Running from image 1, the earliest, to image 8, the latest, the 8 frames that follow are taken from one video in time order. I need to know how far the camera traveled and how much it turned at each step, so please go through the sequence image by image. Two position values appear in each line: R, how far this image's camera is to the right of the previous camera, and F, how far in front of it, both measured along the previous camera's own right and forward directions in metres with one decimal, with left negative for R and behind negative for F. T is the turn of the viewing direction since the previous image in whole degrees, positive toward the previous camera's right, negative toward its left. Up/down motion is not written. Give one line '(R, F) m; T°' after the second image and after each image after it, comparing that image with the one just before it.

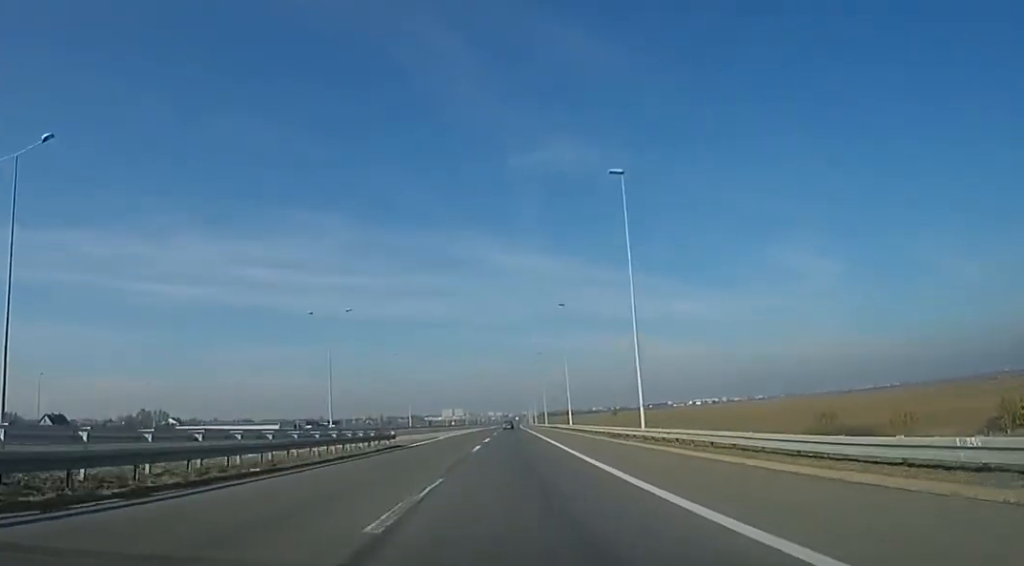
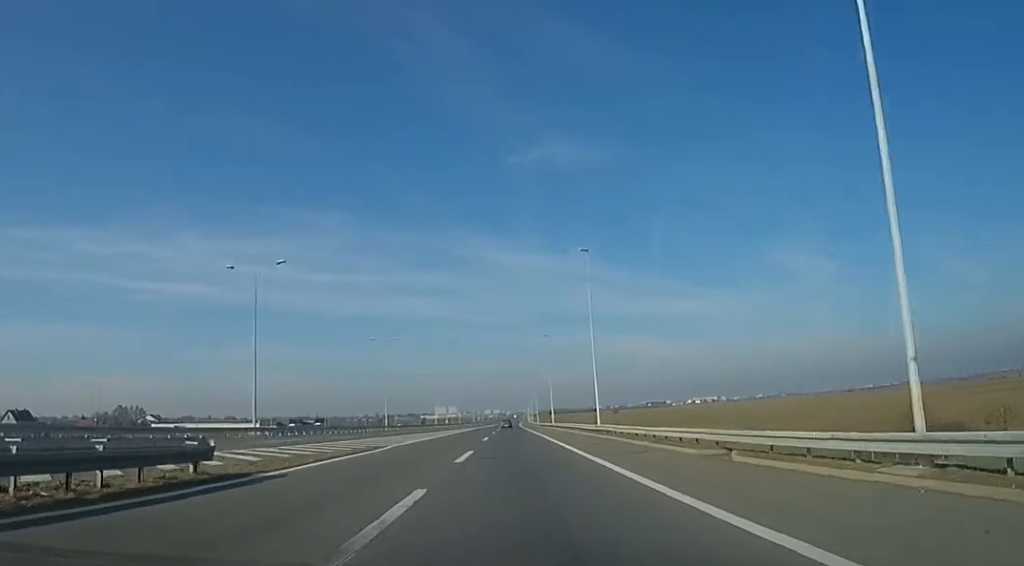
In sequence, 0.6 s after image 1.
(0.0, +20.3) m; 0°
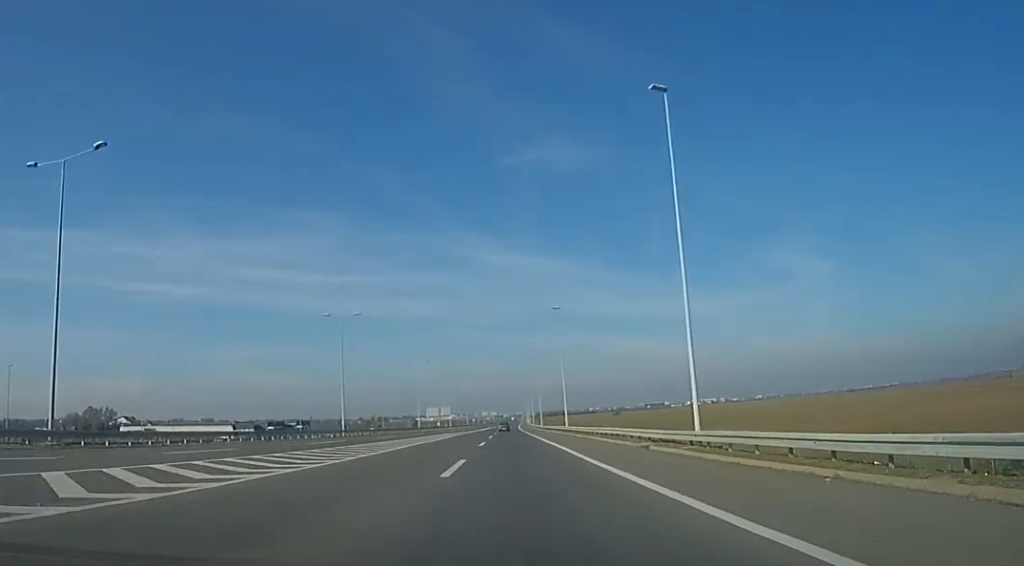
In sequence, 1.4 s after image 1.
(-0.1, +23.0) m; +1°
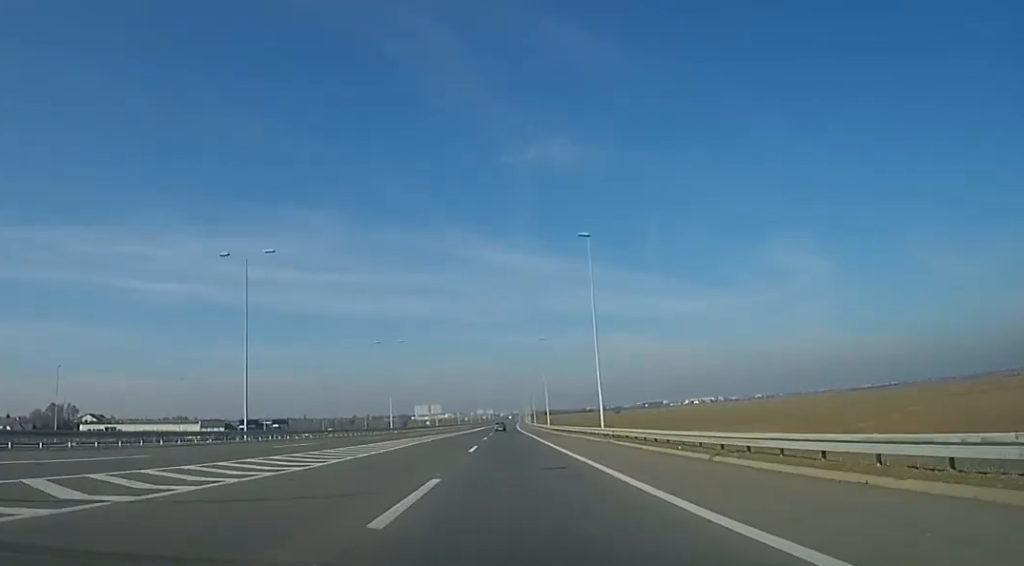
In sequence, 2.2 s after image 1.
(+0.5, +25.7) m; -1°
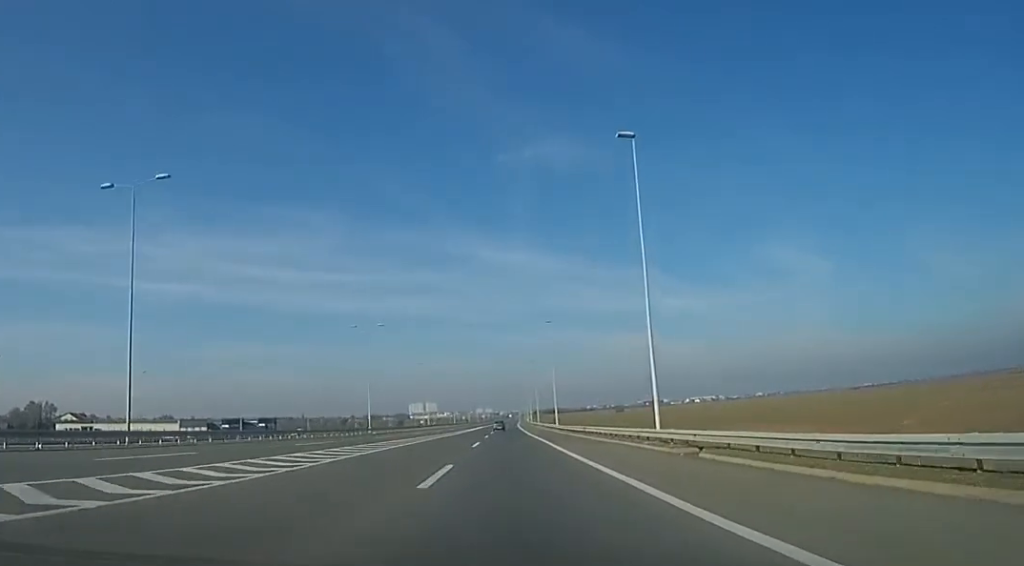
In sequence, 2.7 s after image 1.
(-0.1, +14.7) m; 0°
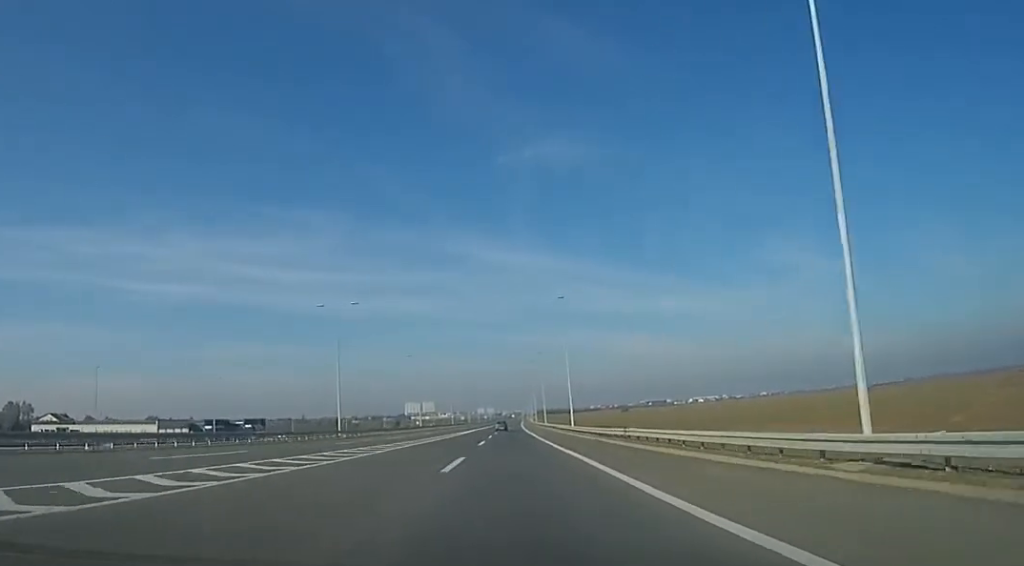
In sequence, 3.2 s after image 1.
(-0.7, +15.2) m; 0°
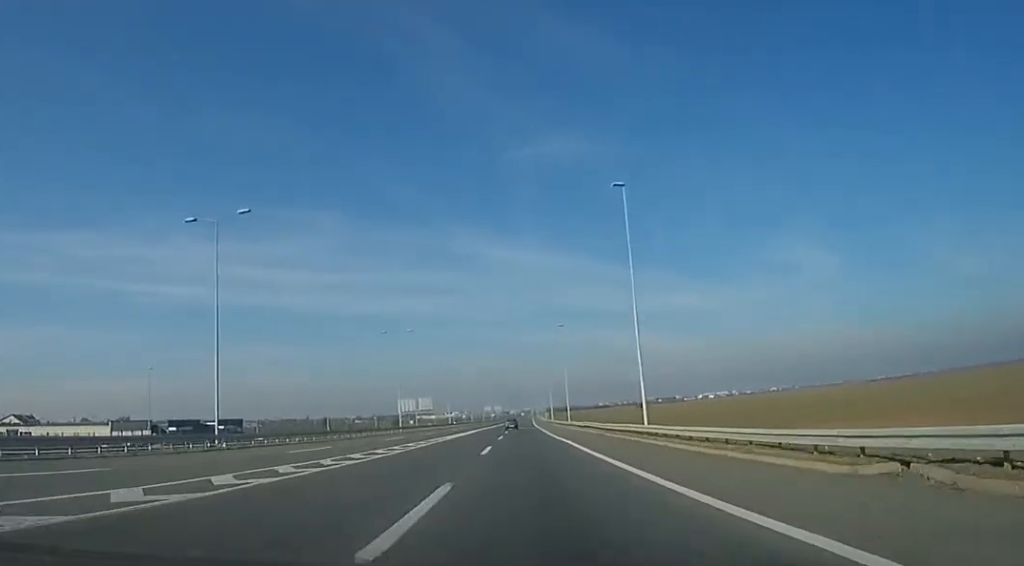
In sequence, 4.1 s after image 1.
(+0.5, +28.9) m; +1°
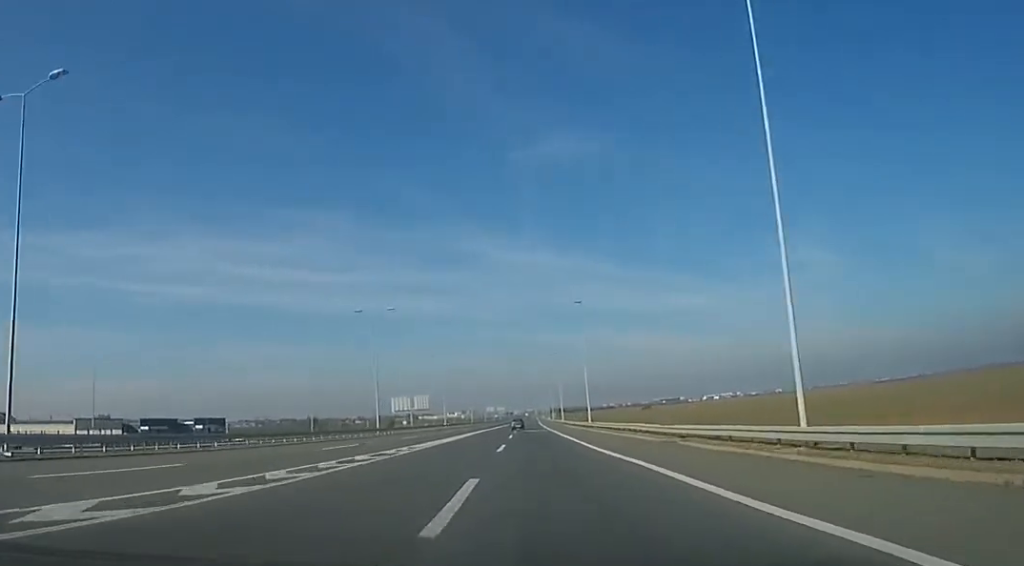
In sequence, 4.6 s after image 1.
(+0.3, +16.8) m; +1°
